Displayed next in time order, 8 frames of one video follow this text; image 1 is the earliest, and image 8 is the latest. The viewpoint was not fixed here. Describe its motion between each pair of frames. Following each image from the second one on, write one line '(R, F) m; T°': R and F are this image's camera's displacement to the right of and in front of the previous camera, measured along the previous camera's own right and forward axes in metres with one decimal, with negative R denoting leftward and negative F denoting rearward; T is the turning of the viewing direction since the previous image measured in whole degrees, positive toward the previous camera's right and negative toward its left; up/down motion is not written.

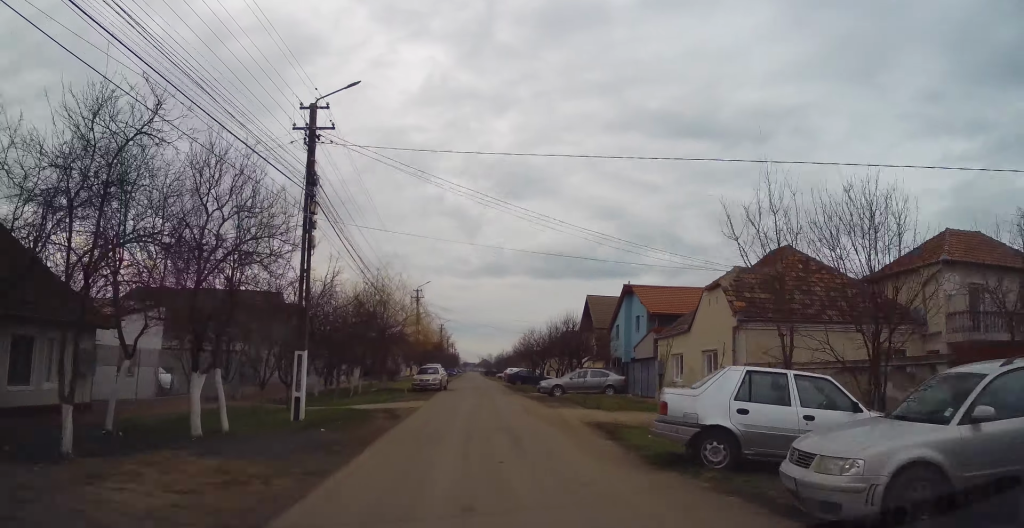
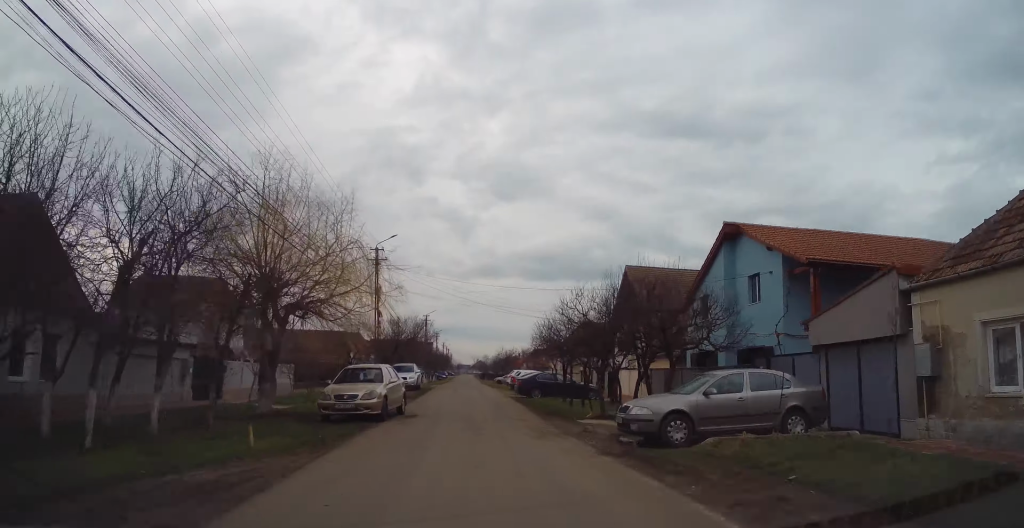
(+0.5, +19.3) m; +3°
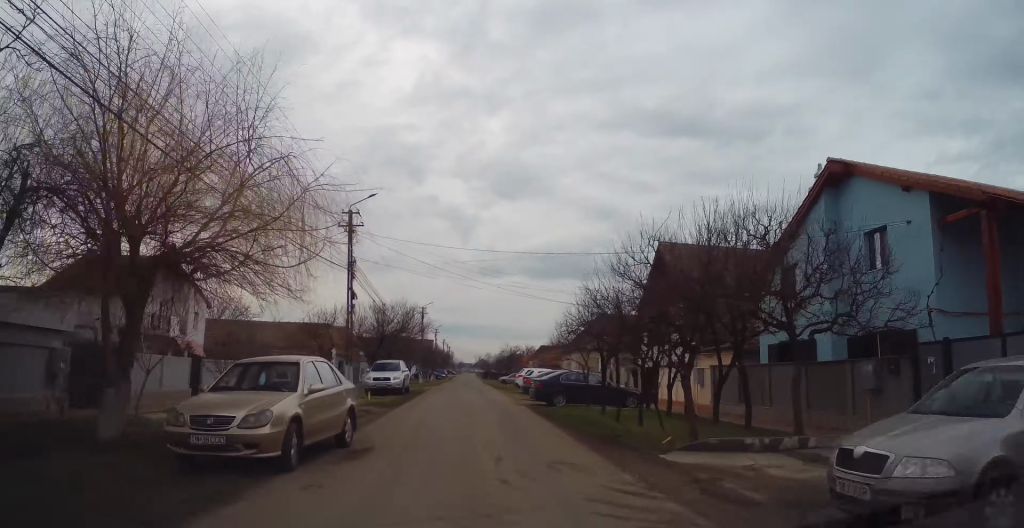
(0.0, +8.0) m; 0°
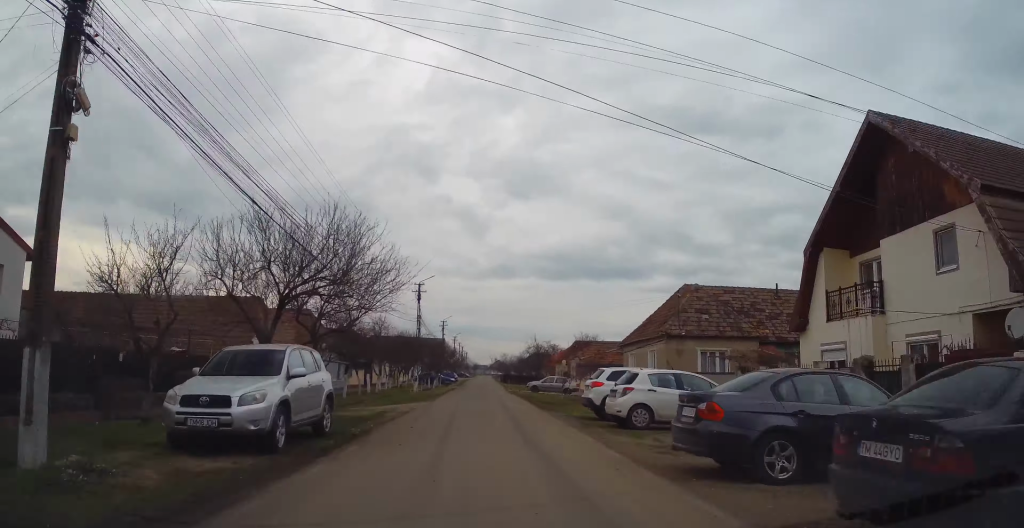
(-0.4, +20.7) m; -2°
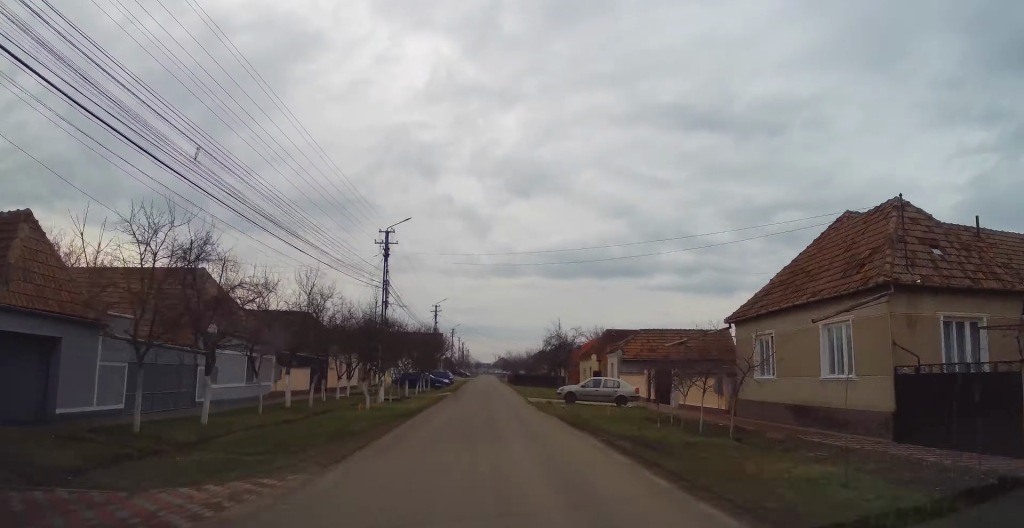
(-0.2, +18.3) m; +1°
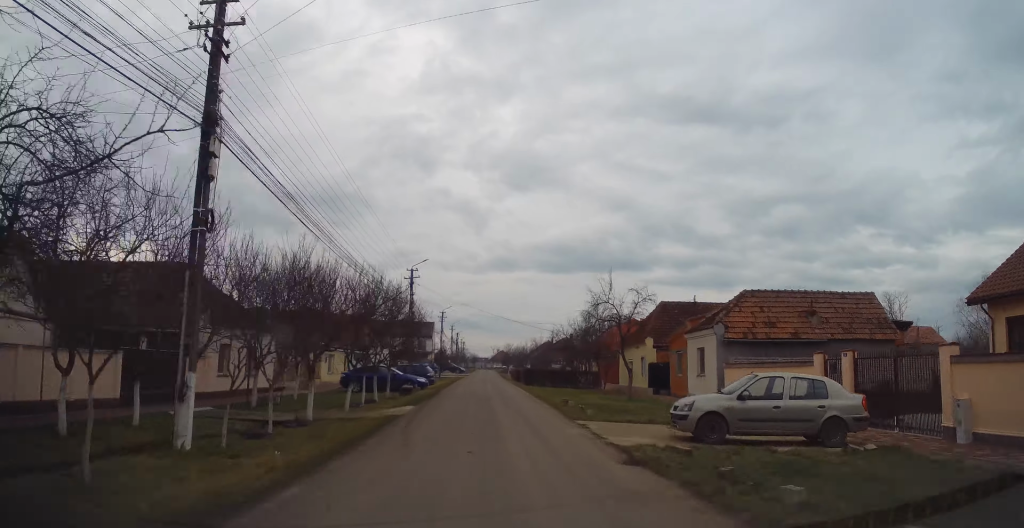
(+0.5, +20.1) m; +1°
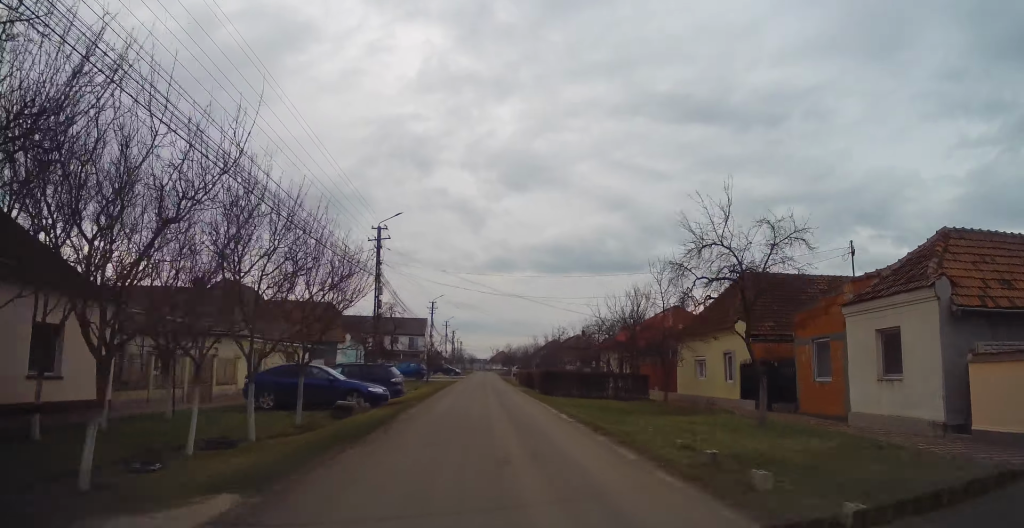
(-0.4, +13.9) m; 0°
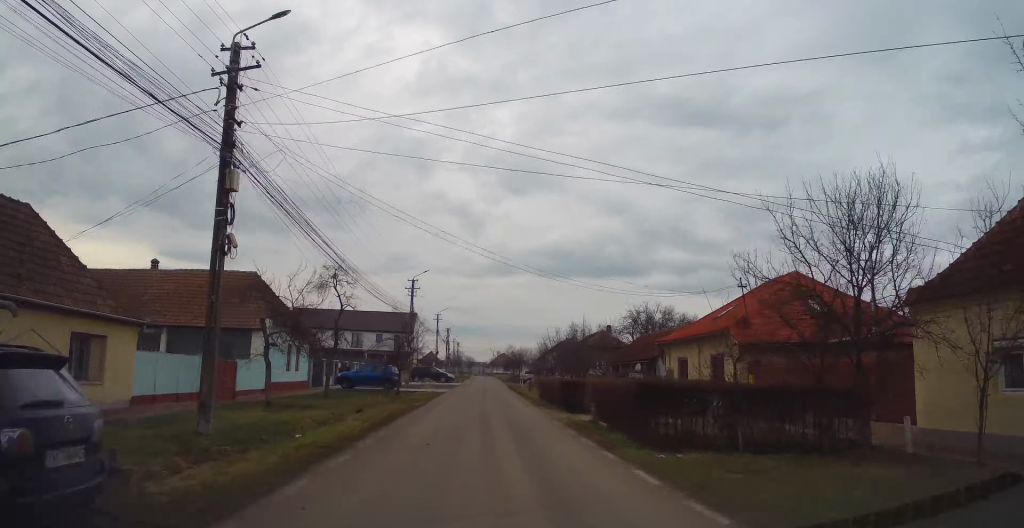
(+0.3, +18.8) m; 0°
